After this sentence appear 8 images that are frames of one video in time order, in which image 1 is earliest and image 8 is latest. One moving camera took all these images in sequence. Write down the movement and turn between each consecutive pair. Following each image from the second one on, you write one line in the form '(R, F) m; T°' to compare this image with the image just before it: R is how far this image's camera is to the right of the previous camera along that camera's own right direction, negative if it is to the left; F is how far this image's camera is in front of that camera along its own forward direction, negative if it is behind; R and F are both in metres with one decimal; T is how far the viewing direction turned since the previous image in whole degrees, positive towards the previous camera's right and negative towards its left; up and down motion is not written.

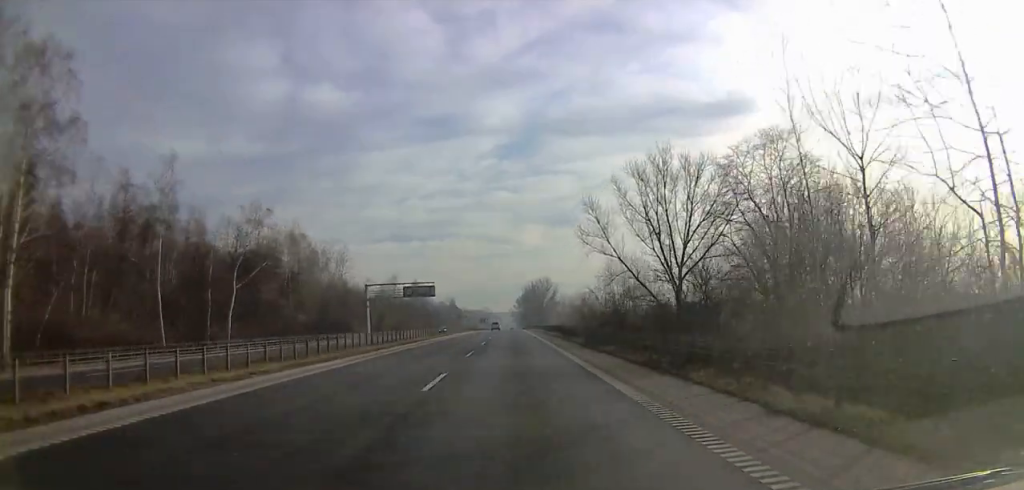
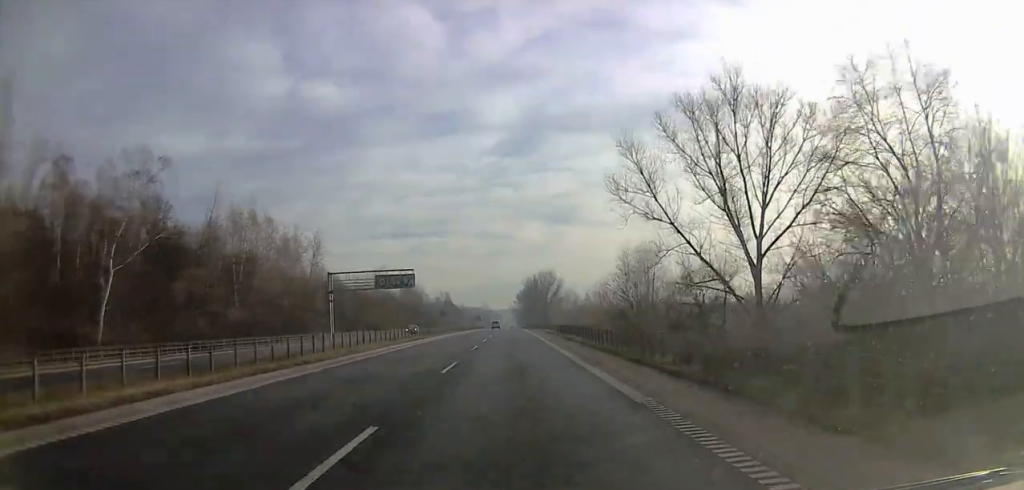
(+0.1, +20.0) m; 0°
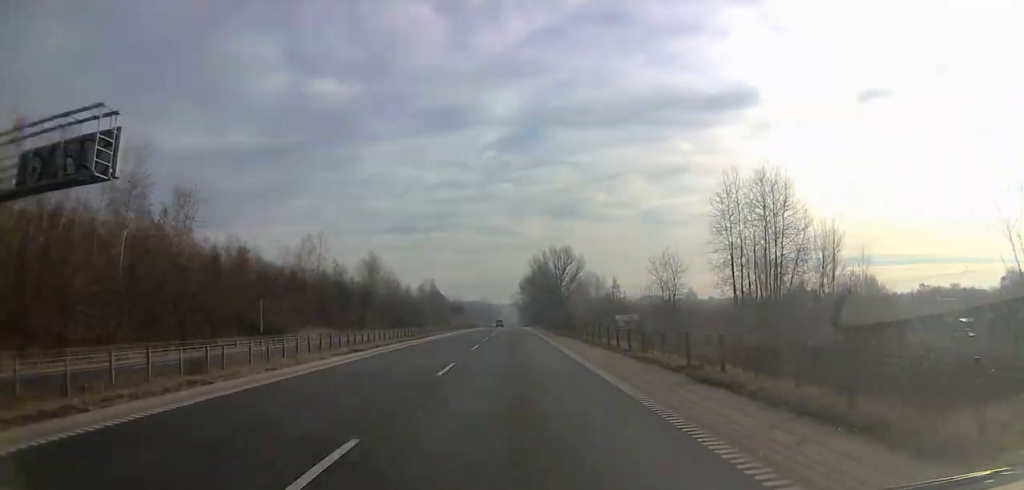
(-0.7, +59.5) m; 0°
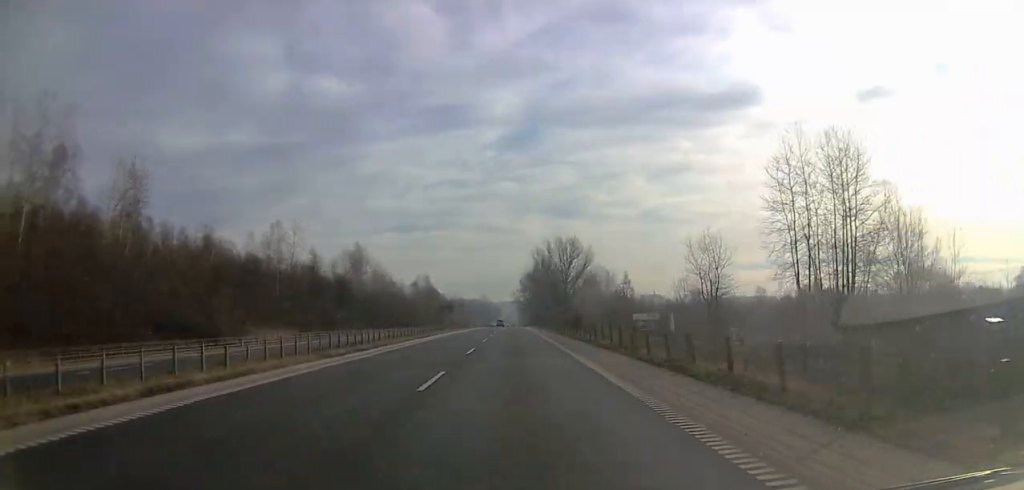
(+0.2, +14.8) m; +1°
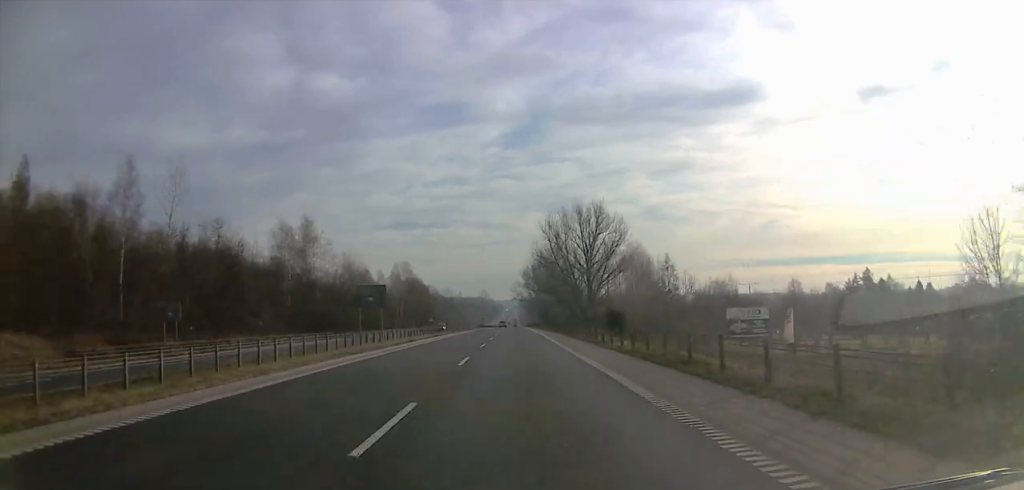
(+1.3, +39.5) m; +1°
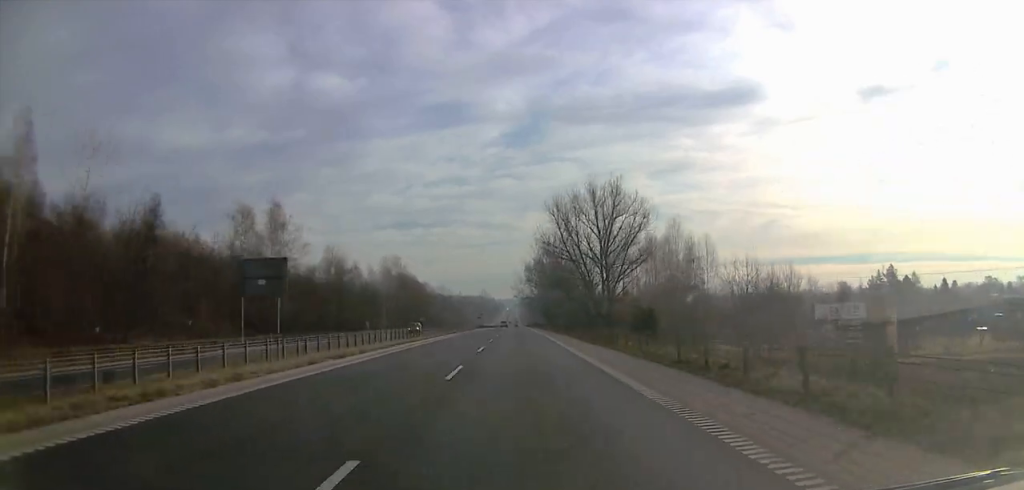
(-0.3, +14.7) m; 0°
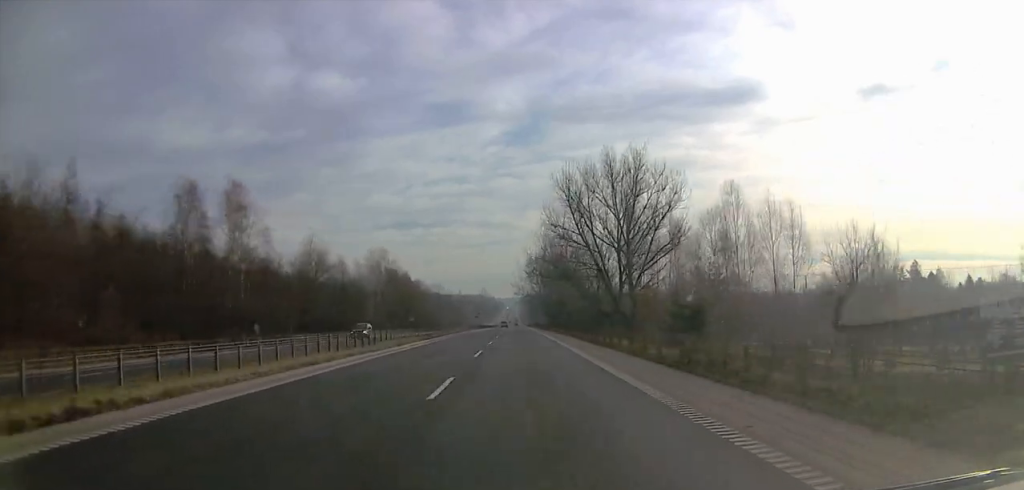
(0.0, +13.8) m; 0°
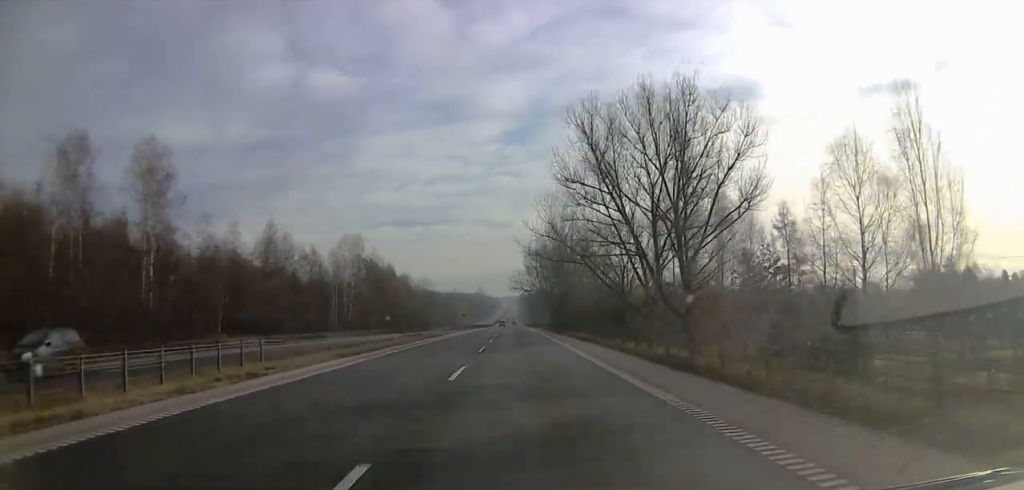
(+0.1, +19.2) m; -1°
